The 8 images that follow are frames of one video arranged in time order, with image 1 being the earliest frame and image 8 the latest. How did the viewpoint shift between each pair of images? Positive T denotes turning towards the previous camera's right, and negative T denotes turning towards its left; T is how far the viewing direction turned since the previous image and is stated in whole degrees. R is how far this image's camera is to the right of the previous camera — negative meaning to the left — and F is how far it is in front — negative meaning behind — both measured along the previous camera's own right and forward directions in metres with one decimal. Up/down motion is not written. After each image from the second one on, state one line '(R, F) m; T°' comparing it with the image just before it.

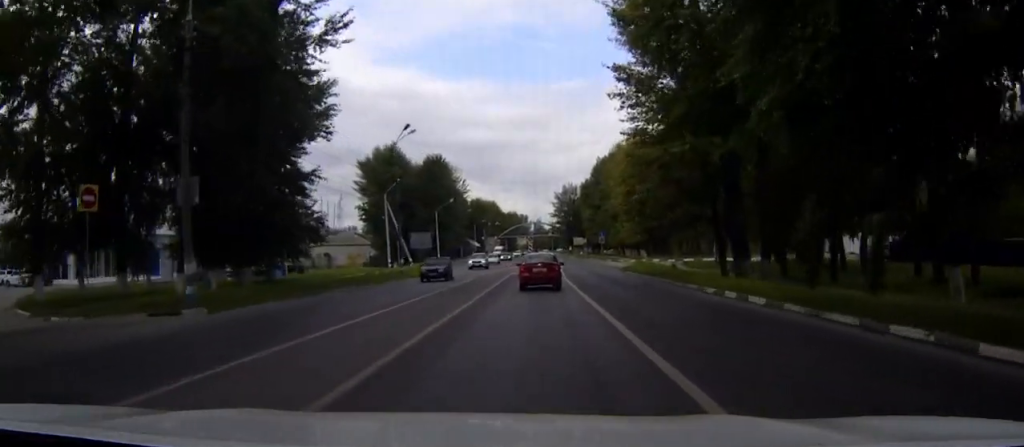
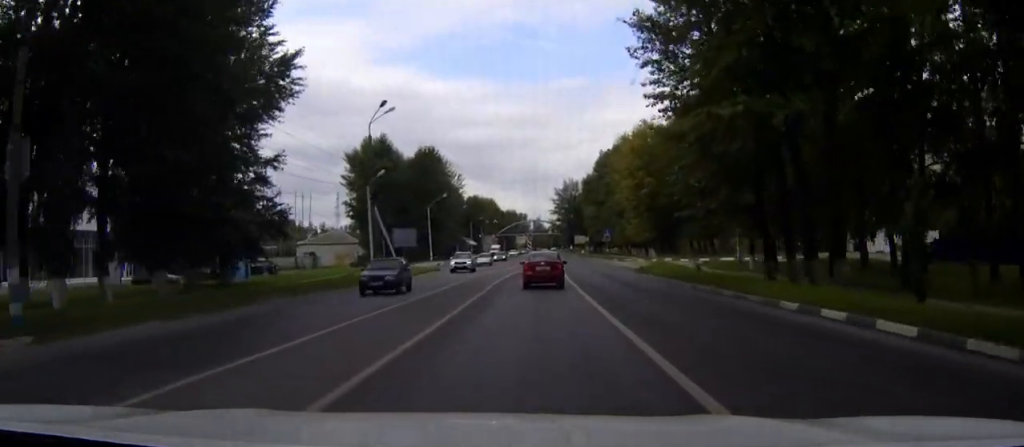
(0.0, +8.4) m; 0°
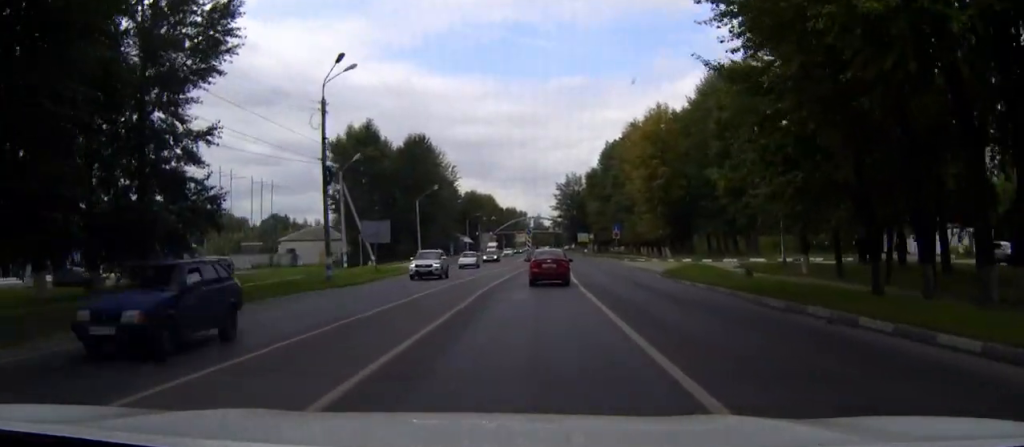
(0.0, +11.0) m; 0°
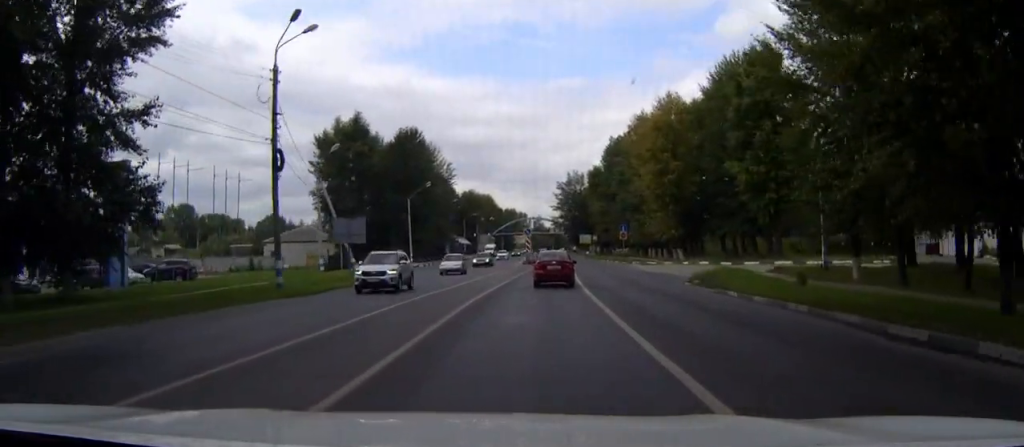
(0.0, +7.3) m; 0°
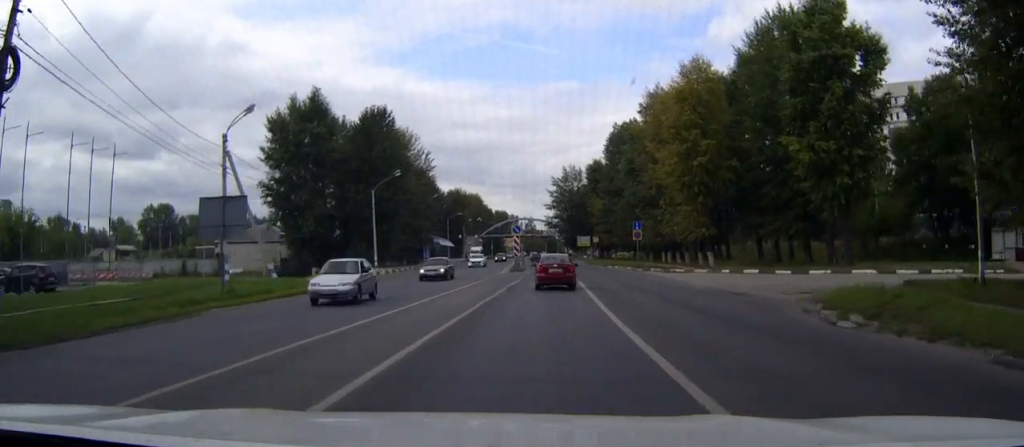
(-0.1, +17.3) m; +1°
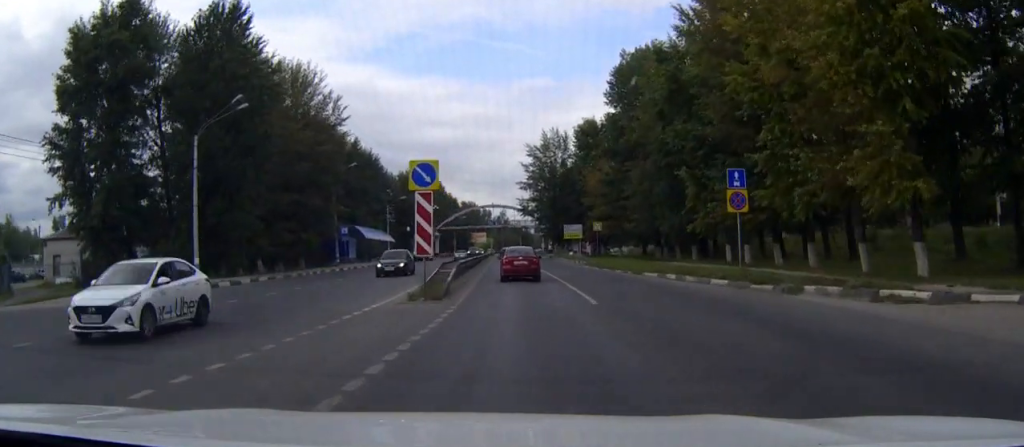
(+1.0, +39.3) m; +1°
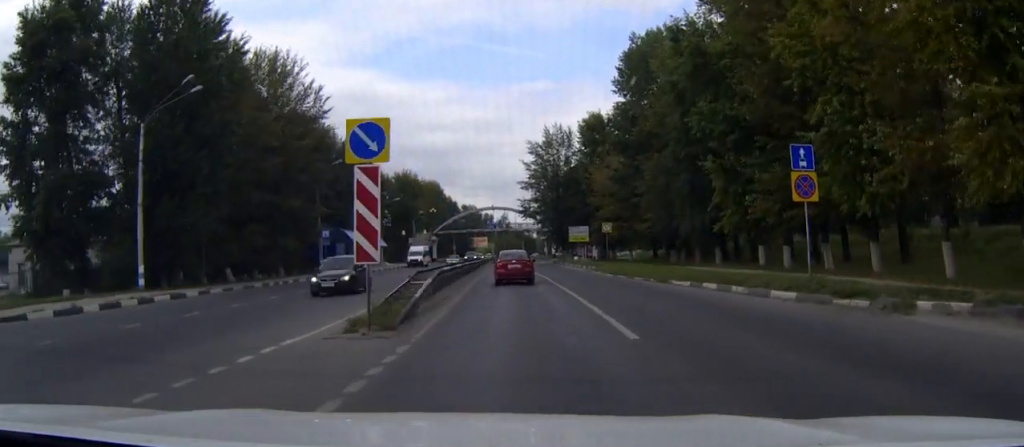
(+0.1, +6.8) m; 0°
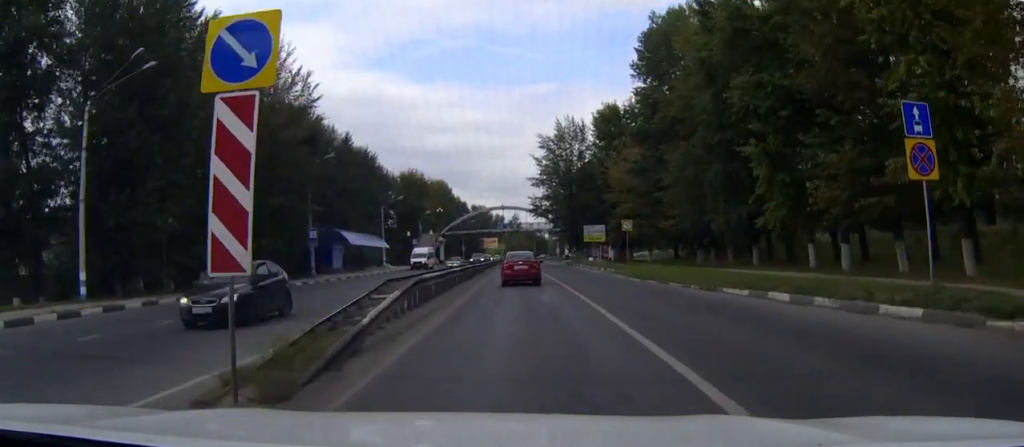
(-0.1, +6.3) m; 0°
